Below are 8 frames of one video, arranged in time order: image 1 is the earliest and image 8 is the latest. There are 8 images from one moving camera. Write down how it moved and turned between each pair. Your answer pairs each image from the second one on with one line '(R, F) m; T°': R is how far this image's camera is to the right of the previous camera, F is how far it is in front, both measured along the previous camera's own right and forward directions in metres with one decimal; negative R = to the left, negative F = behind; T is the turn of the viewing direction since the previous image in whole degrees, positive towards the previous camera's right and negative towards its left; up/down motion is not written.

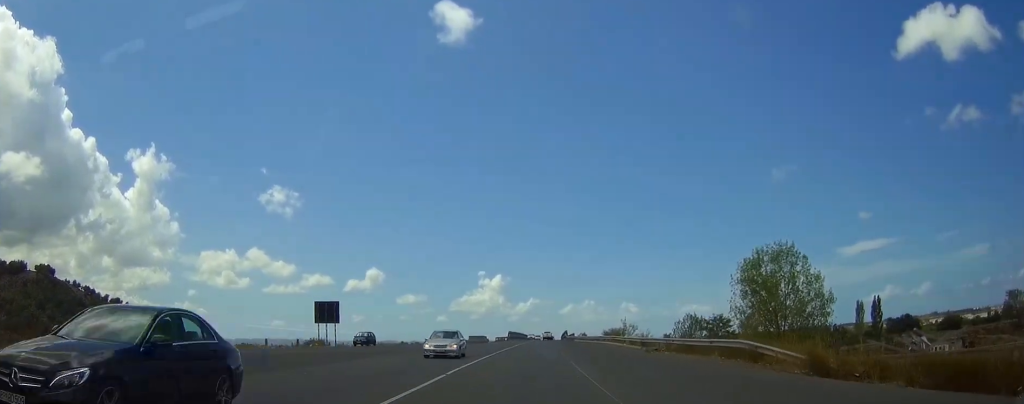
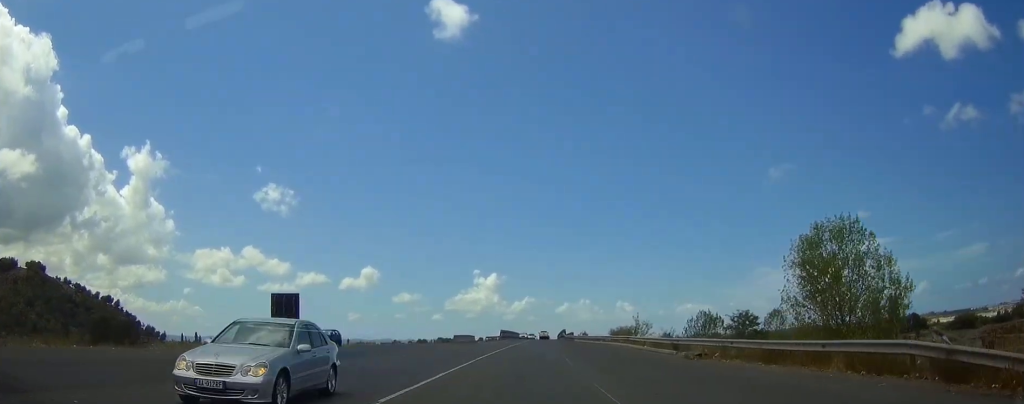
(+0.1, +12.1) m; +1°
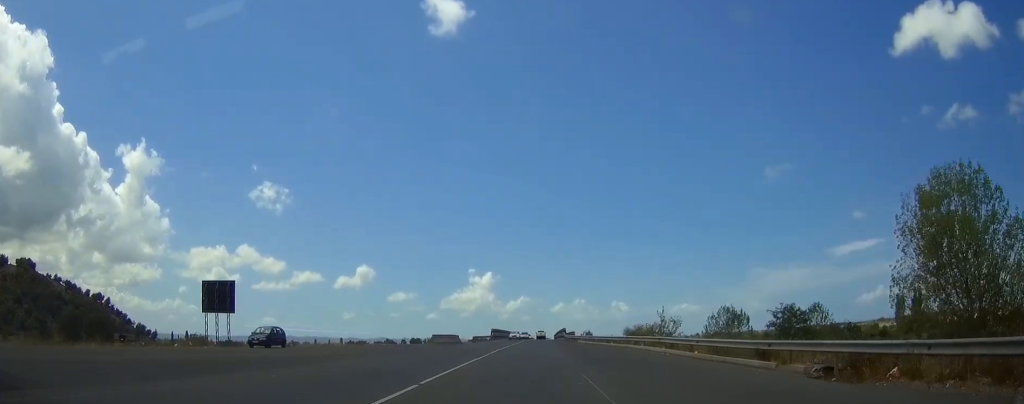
(+0.1, +13.8) m; +1°
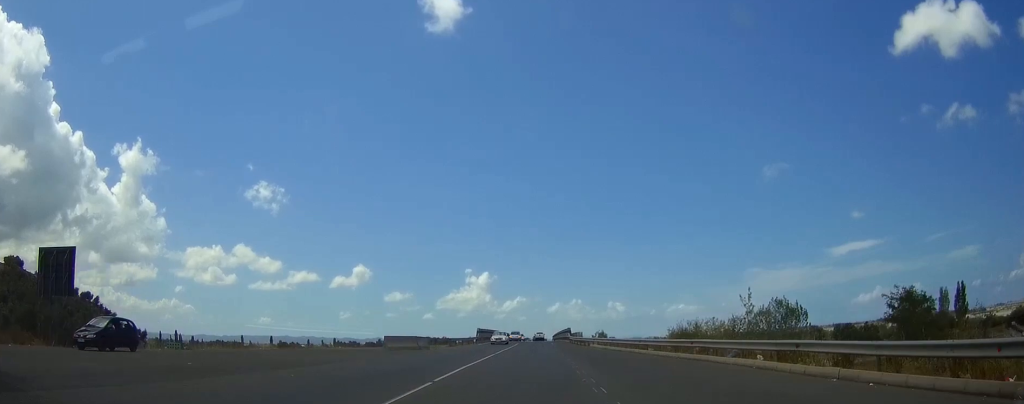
(+0.2, +20.7) m; +1°
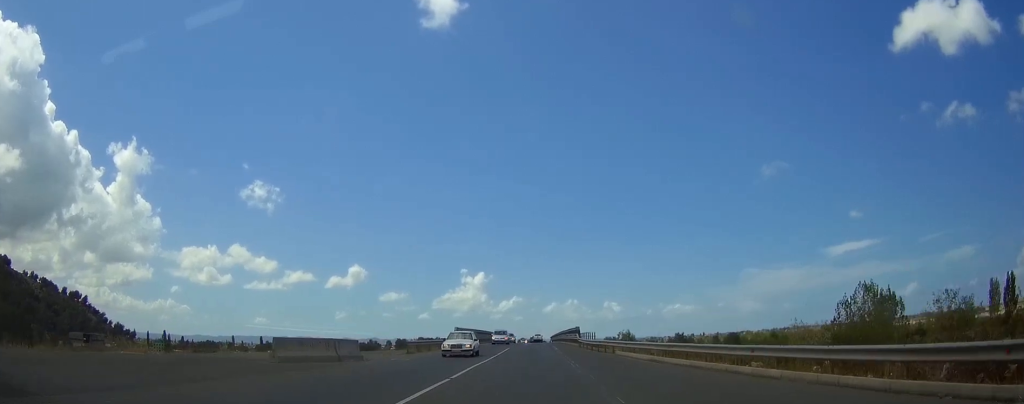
(0.0, +20.0) m; 0°
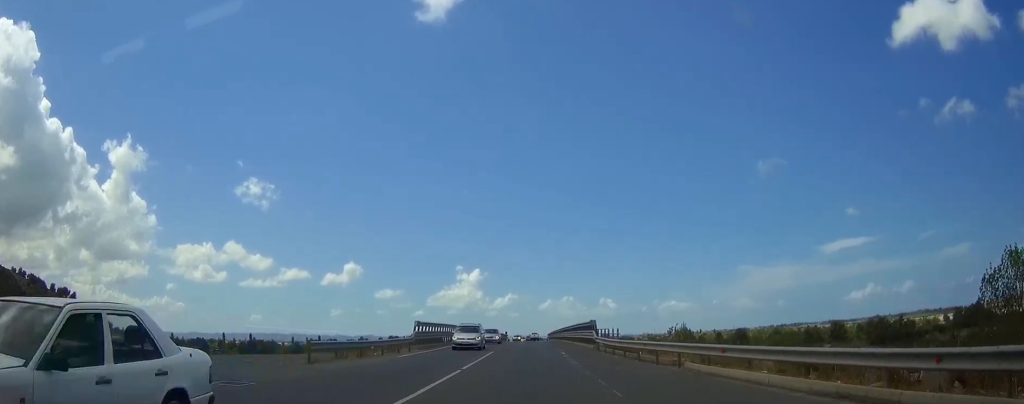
(+0.1, +18.2) m; +1°
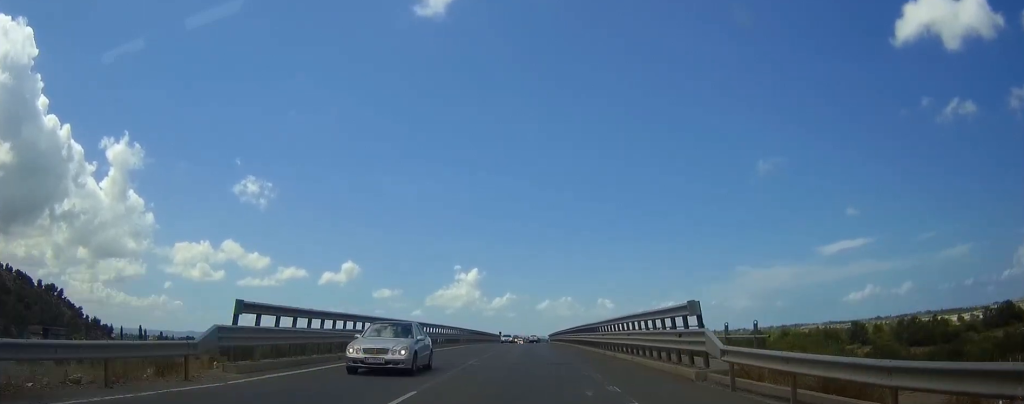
(+0.1, +25.0) m; 0°
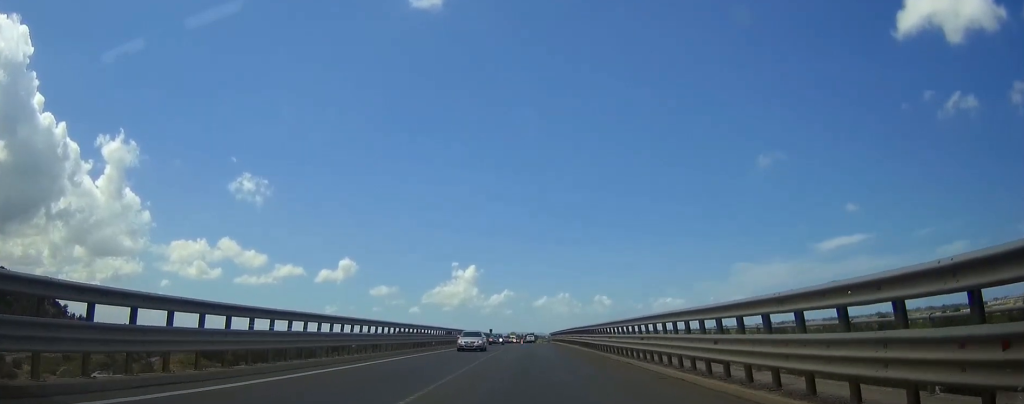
(0.0, +28.5) m; 0°
